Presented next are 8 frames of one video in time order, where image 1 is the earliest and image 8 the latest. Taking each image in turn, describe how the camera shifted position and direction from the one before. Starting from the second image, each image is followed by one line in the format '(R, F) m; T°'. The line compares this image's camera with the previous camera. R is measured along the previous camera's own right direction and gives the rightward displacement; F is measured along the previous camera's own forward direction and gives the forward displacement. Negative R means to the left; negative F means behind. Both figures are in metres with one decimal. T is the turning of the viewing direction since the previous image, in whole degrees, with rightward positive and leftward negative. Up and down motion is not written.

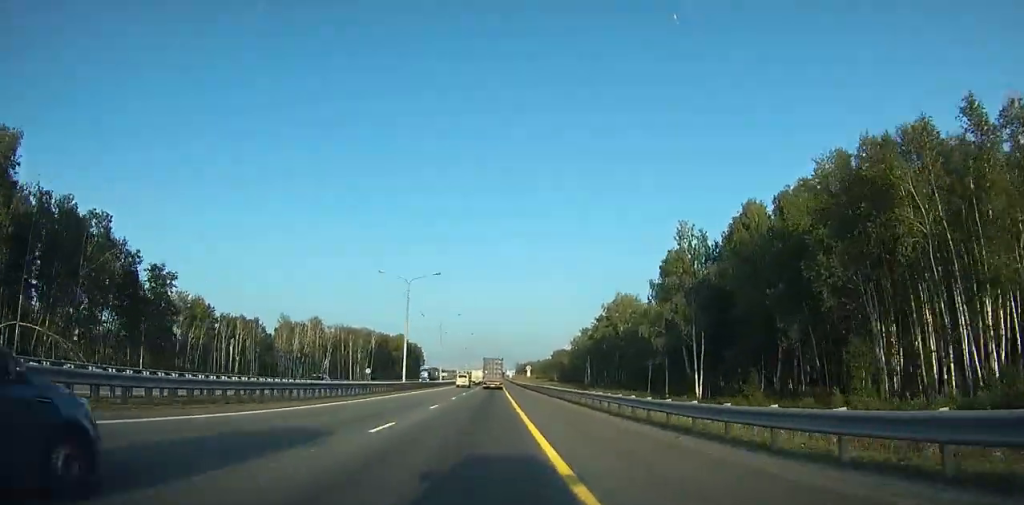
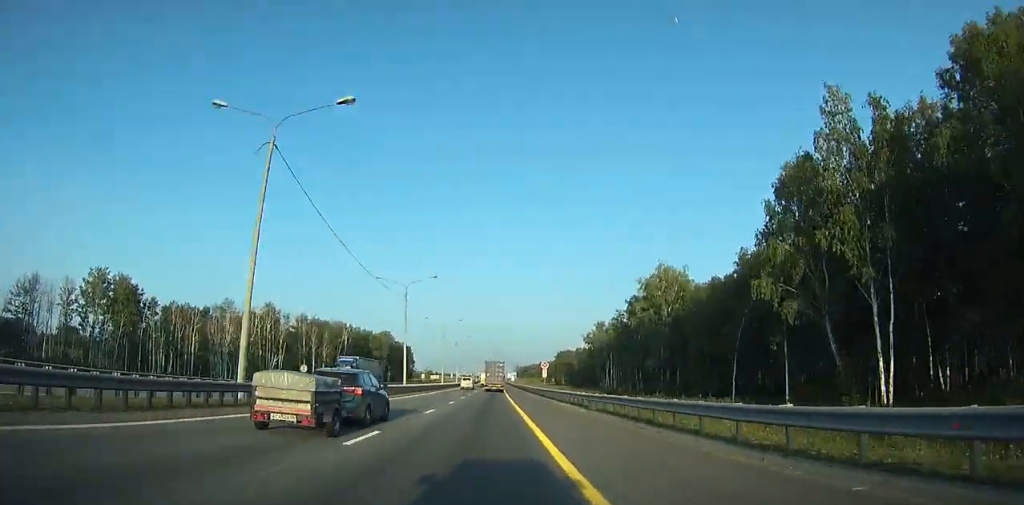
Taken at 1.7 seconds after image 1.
(-0.3, +38.6) m; 0°
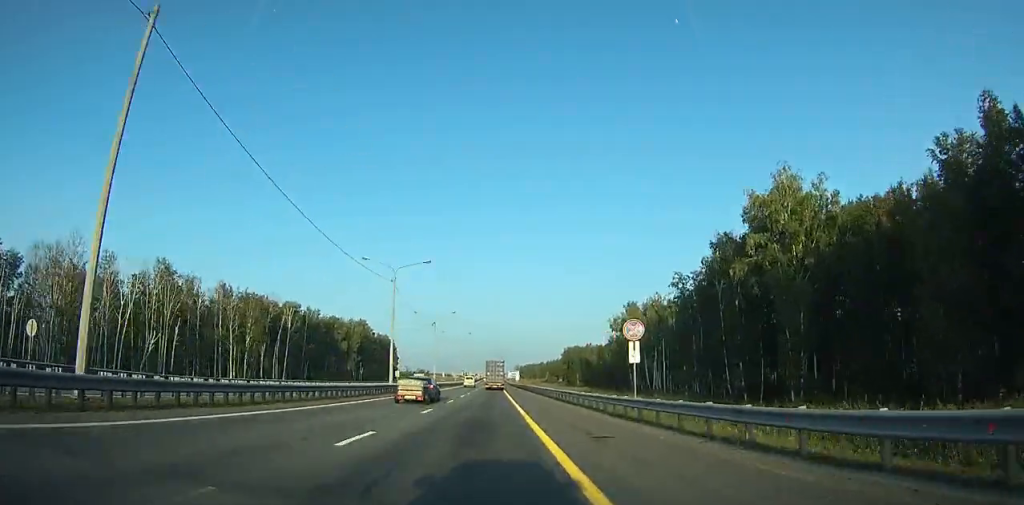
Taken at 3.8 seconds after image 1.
(-0.3, +47.9) m; 0°
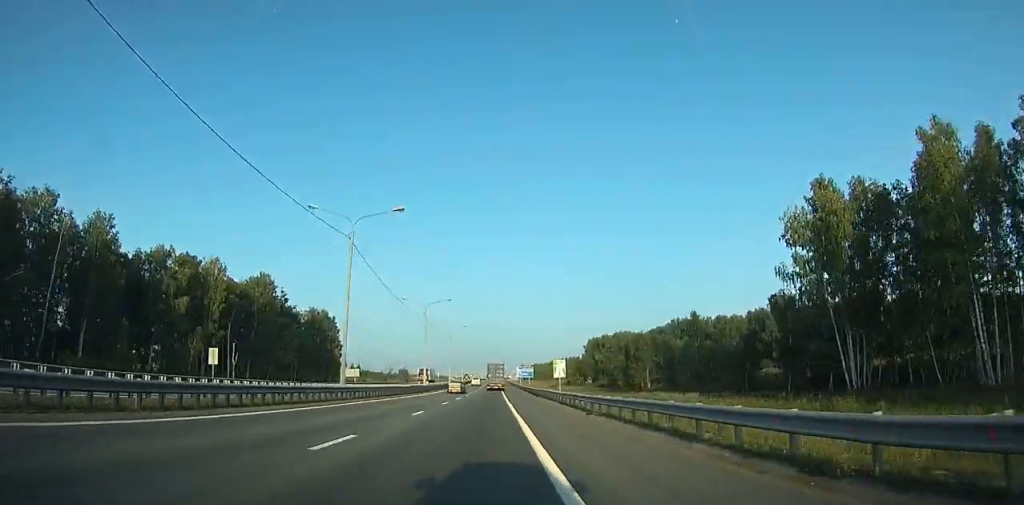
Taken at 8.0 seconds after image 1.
(+0.4, +96.9) m; 0°
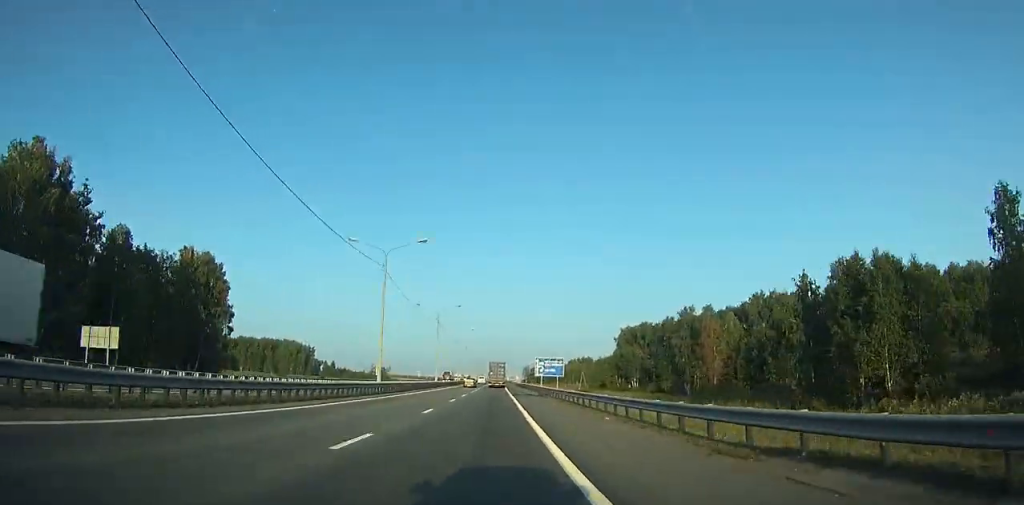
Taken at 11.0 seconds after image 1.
(-0.2, +70.5) m; 0°
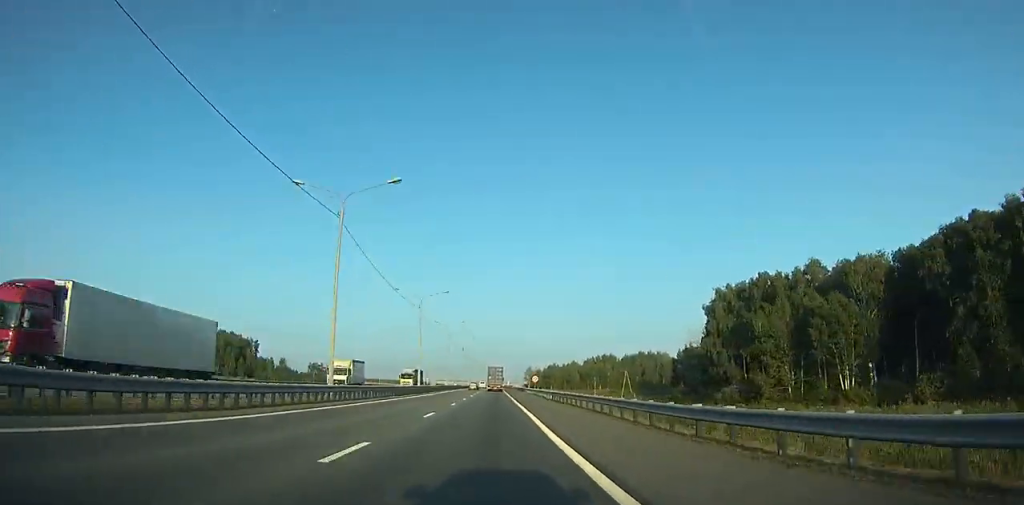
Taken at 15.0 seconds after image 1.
(+0.2, +96.1) m; +1°
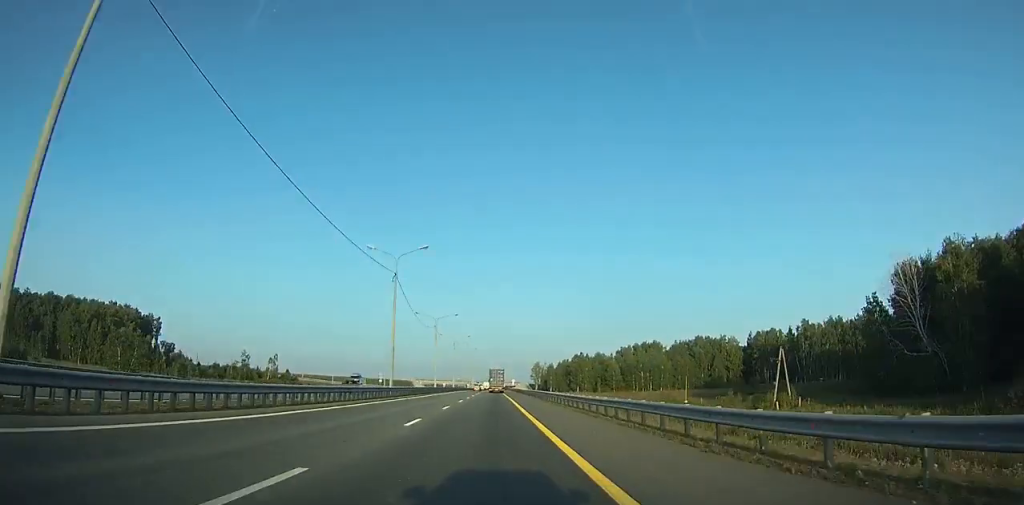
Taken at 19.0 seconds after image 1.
(-0.1, +98.4) m; -1°
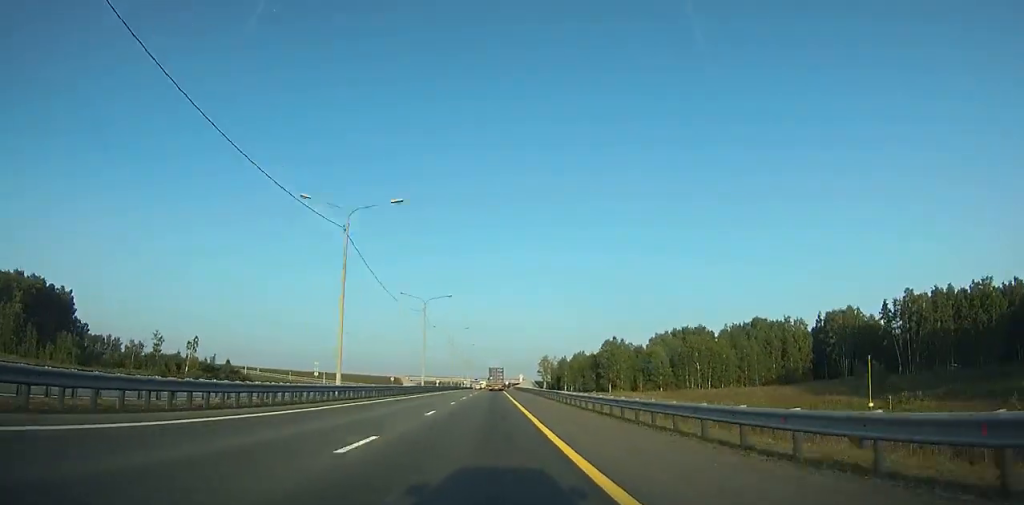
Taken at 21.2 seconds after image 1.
(-0.7, +54.6) m; -1°
